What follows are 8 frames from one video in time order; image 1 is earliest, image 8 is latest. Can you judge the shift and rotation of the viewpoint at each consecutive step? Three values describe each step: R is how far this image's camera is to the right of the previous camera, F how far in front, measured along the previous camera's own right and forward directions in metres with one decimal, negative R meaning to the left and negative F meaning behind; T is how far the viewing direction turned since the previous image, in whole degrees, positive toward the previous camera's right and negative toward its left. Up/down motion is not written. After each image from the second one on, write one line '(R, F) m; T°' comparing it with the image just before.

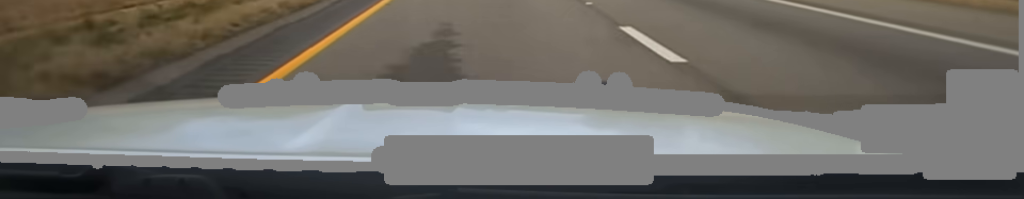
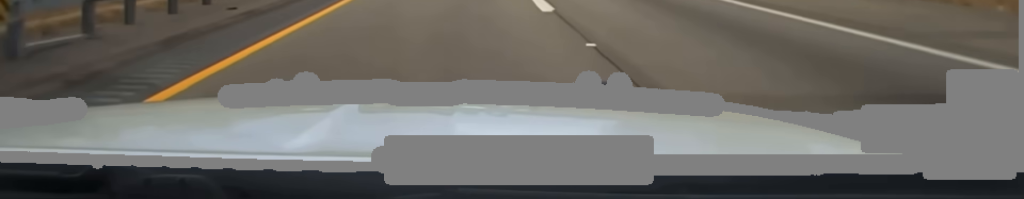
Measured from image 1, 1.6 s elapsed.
(+0.9, +61.9) m; +1°
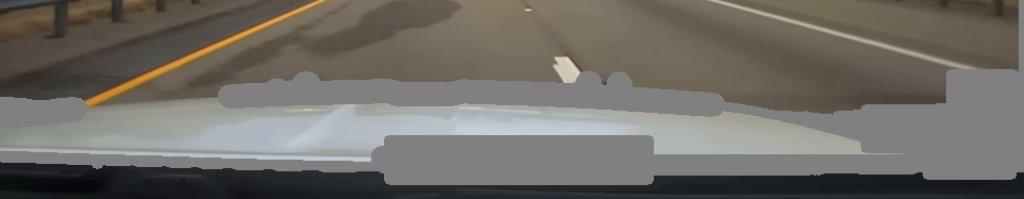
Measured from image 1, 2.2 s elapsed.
(0.0, +23.6) m; 0°
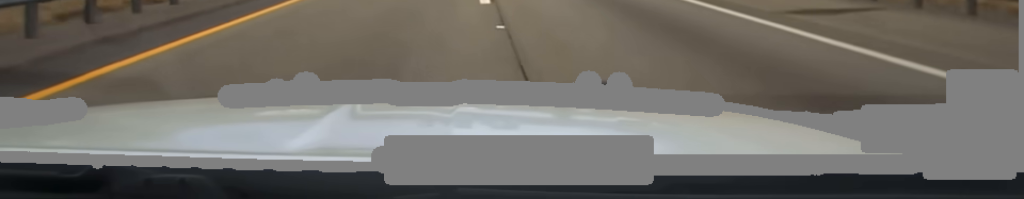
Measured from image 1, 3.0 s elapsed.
(0.0, +28.5) m; 0°
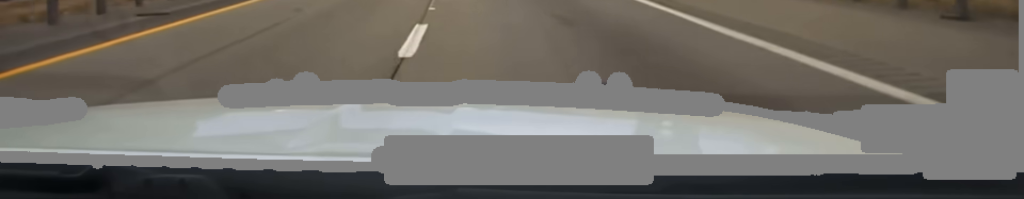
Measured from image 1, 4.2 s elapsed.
(+0.2, +43.2) m; +1°
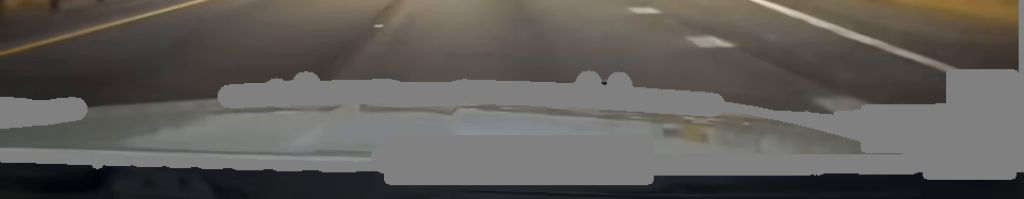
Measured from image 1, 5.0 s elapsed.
(+0.2, +27.0) m; 0°
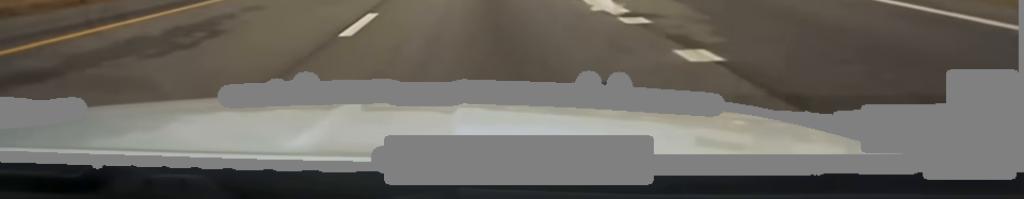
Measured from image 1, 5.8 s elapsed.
(0.0, +25.4) m; -1°
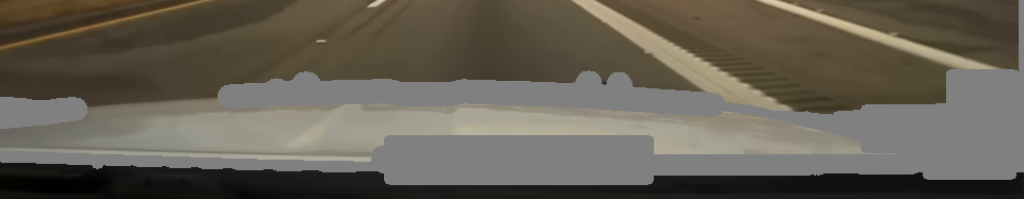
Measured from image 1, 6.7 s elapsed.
(-0.4, +27.9) m; -1°
